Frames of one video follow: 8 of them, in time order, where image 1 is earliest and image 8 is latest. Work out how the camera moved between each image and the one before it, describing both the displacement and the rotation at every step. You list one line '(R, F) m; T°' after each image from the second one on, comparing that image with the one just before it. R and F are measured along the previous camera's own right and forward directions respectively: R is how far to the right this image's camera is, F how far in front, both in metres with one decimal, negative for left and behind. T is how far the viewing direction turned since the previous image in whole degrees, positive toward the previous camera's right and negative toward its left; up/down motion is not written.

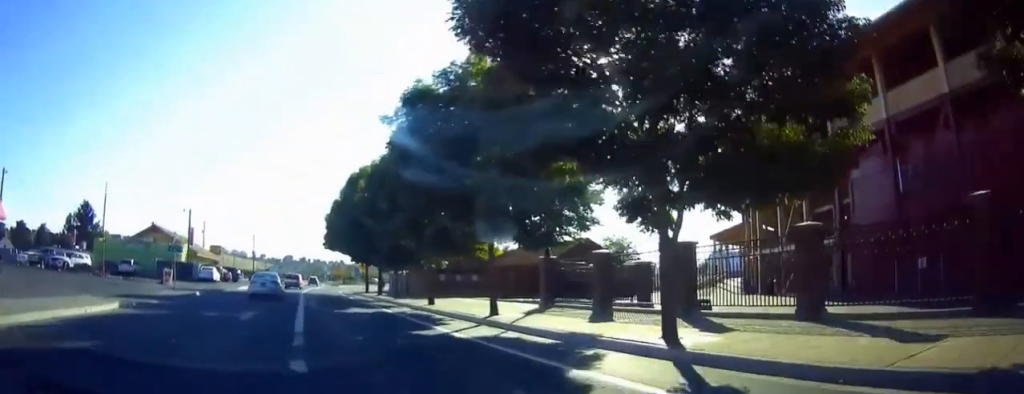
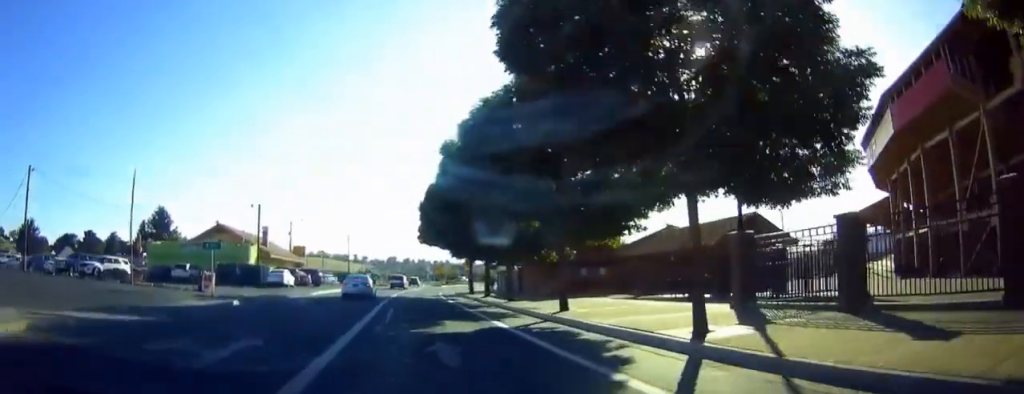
(-1.2, +10.1) m; -7°
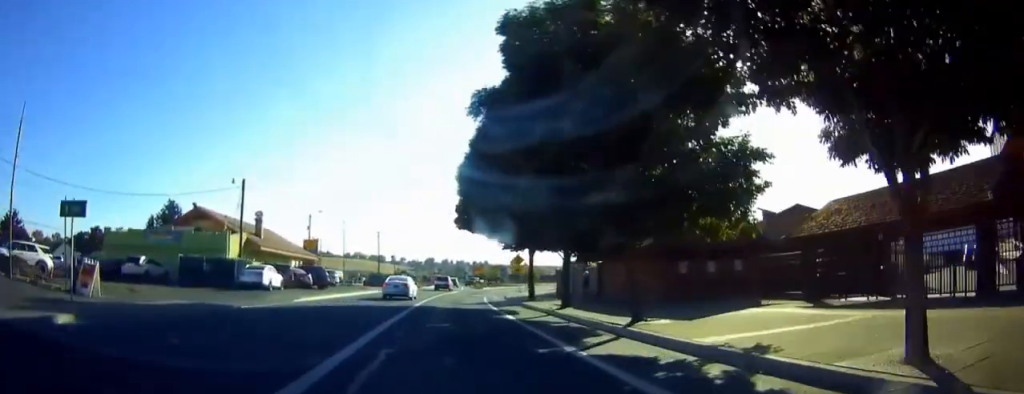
(+0.5, +16.5) m; +4°
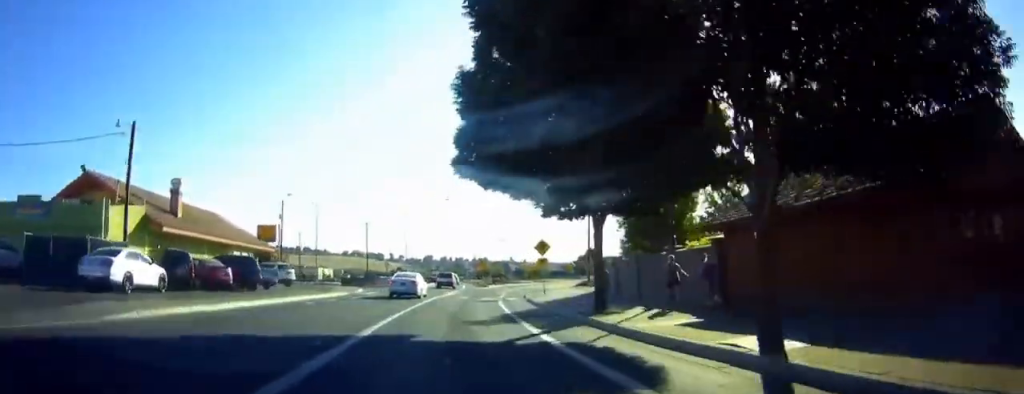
(+0.5, +18.3) m; +2°
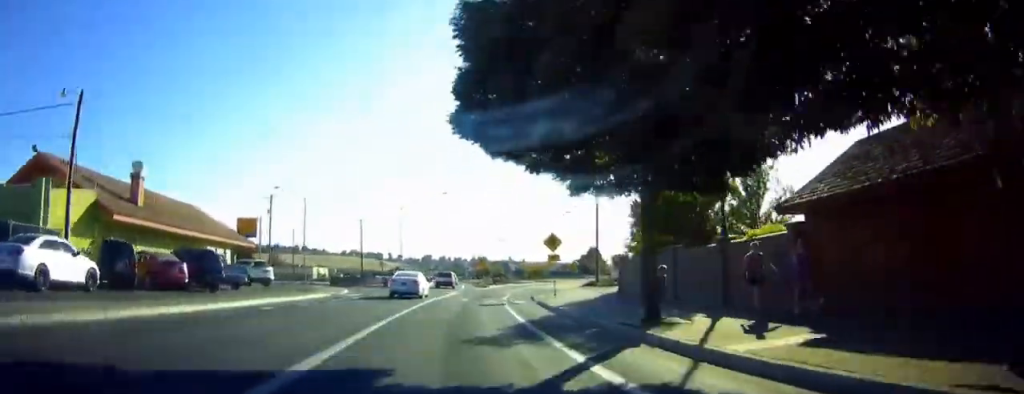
(0.0, +5.4) m; 0°
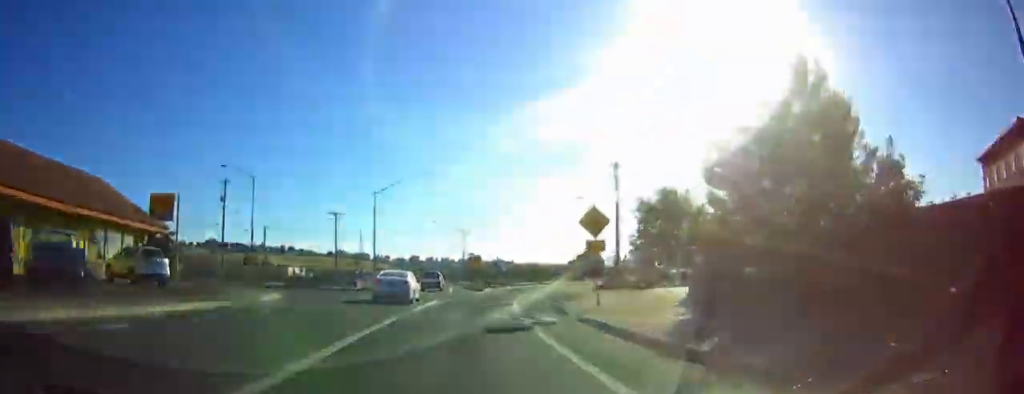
(+0.1, +14.1) m; +3°
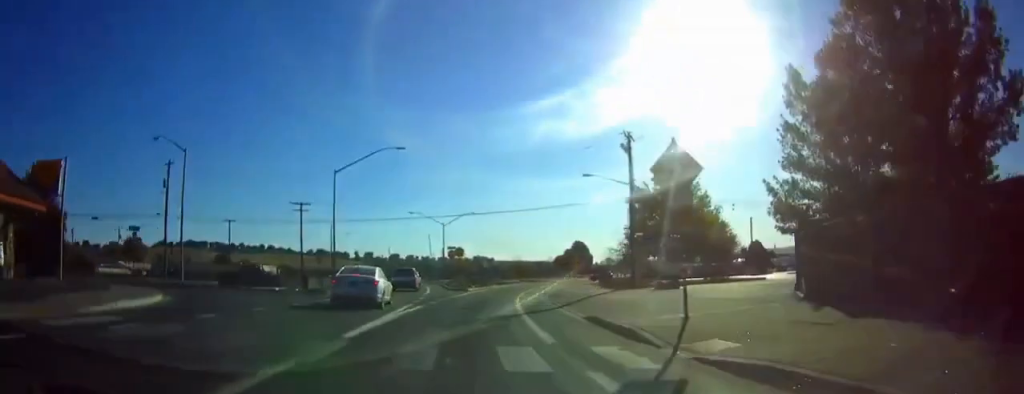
(+0.4, +10.7) m; +2°
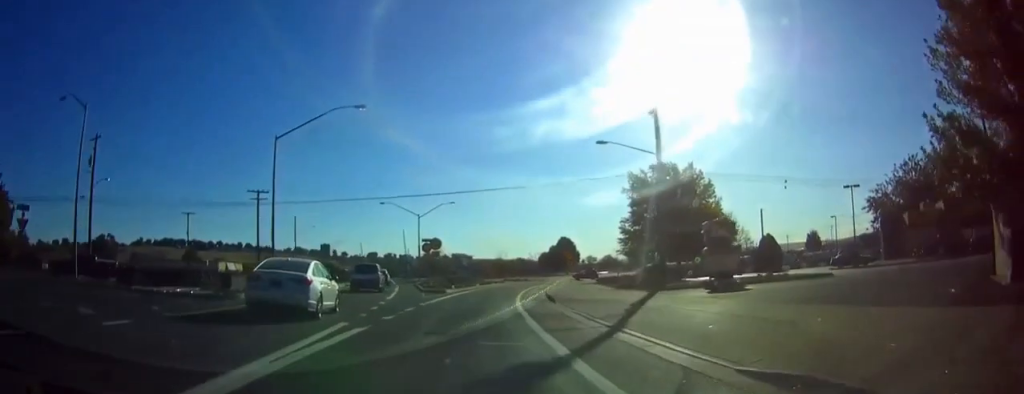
(0.0, +11.2) m; +1°
